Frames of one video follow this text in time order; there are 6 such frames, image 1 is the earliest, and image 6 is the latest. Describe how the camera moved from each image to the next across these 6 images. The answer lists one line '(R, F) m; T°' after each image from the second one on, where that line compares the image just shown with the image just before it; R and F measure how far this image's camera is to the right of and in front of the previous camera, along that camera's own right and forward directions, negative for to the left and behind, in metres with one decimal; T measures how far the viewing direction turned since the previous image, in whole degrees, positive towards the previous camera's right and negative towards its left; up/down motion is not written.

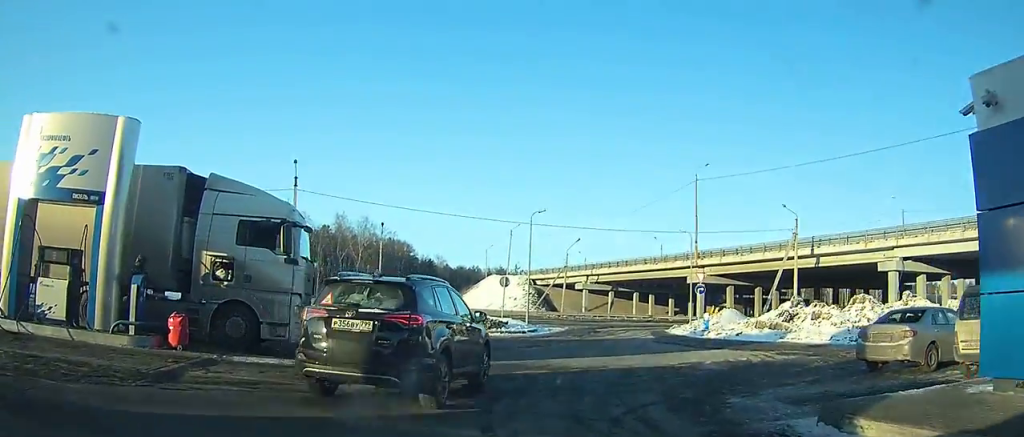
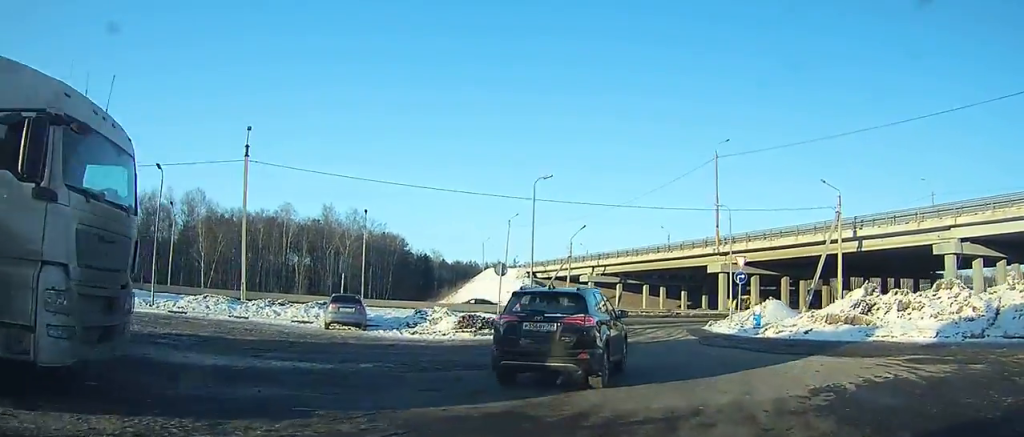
(+0.4, +6.7) m; -1°
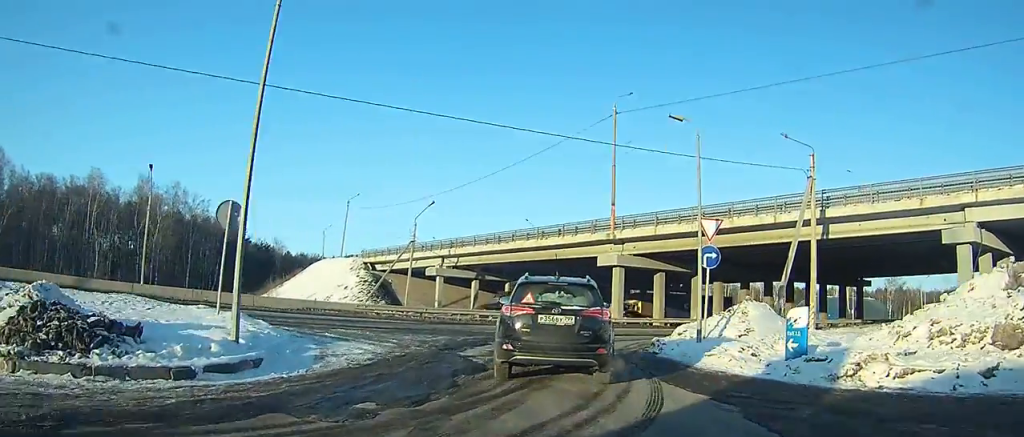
(-0.9, +13.1) m; -4°
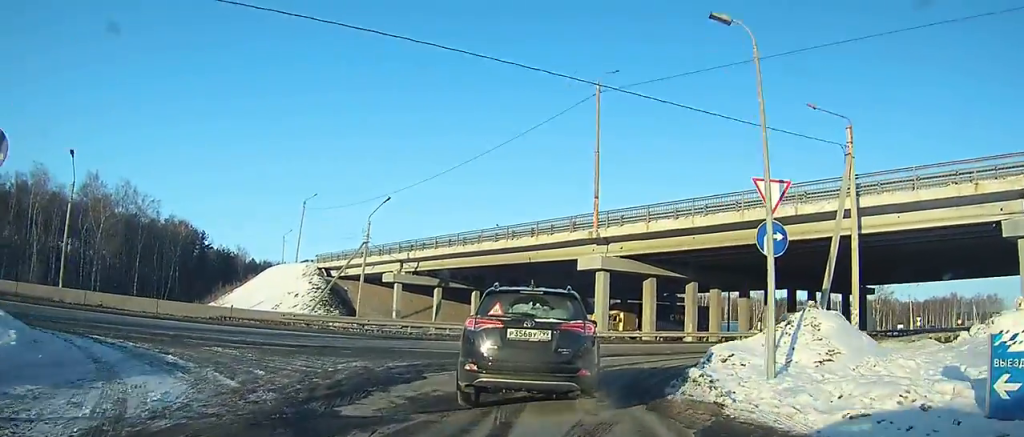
(0.0, +7.8) m; +3°
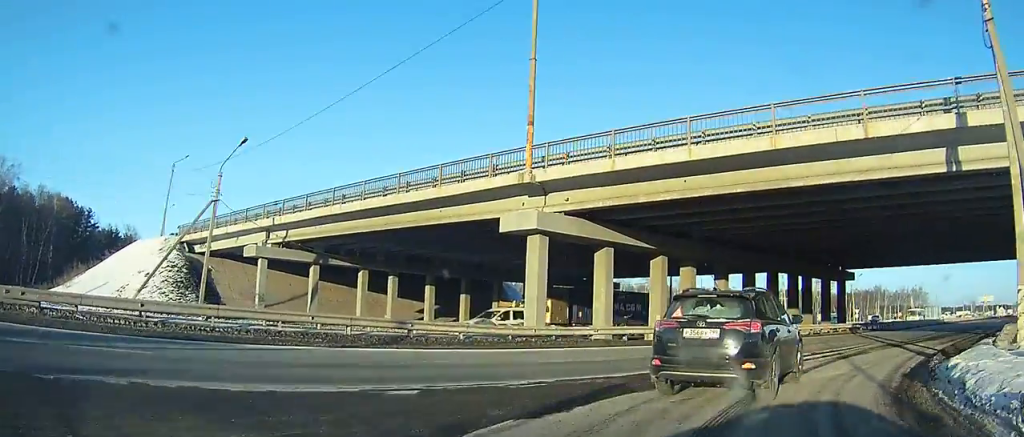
(+2.4, +17.0) m; +27°
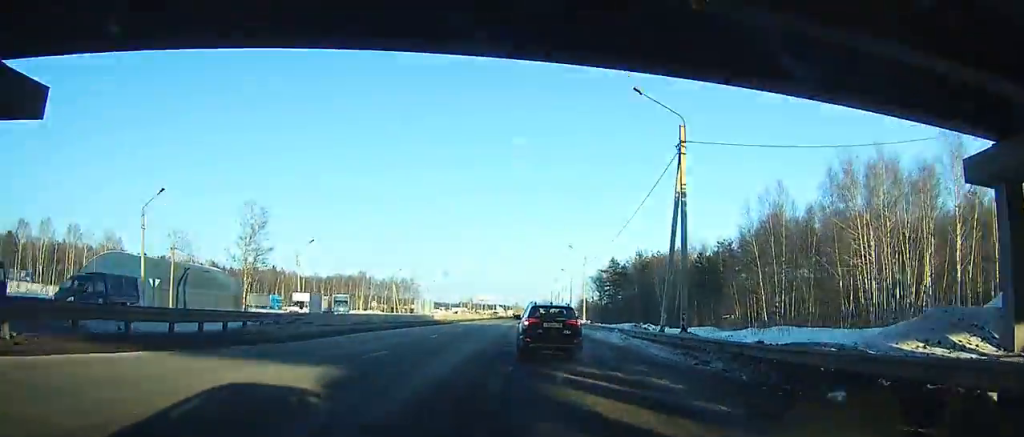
(+13.8, +43.1) m; +24°
